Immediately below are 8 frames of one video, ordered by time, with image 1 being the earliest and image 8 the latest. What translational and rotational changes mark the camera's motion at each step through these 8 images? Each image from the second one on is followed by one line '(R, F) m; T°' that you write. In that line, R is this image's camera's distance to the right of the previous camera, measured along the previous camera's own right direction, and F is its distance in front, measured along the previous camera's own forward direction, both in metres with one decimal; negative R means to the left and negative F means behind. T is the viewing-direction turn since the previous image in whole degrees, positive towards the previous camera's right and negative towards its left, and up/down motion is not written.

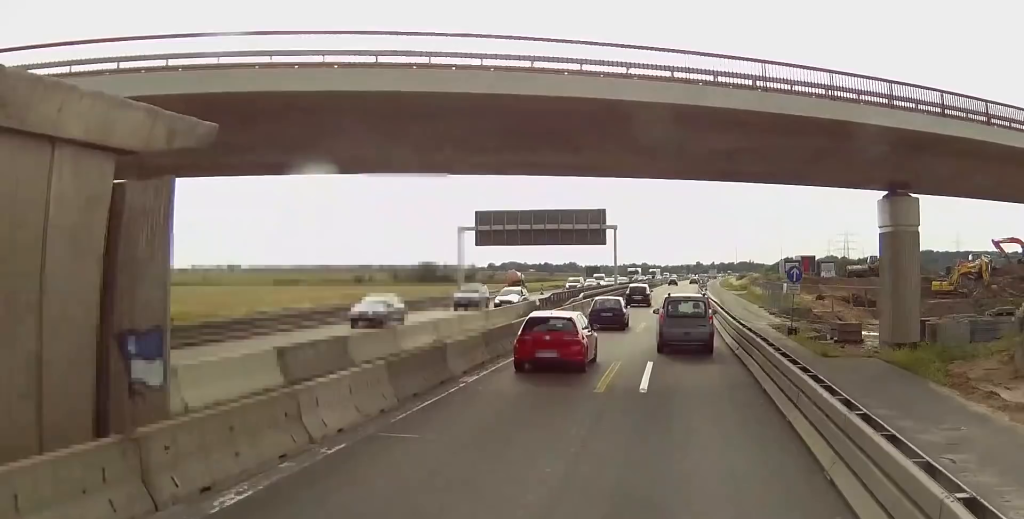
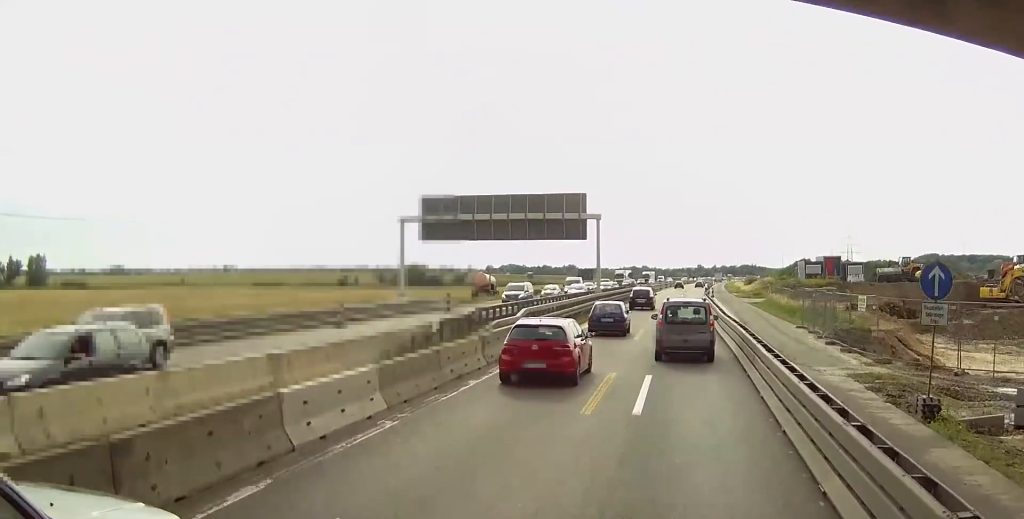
(0.0, +20.9) m; 0°
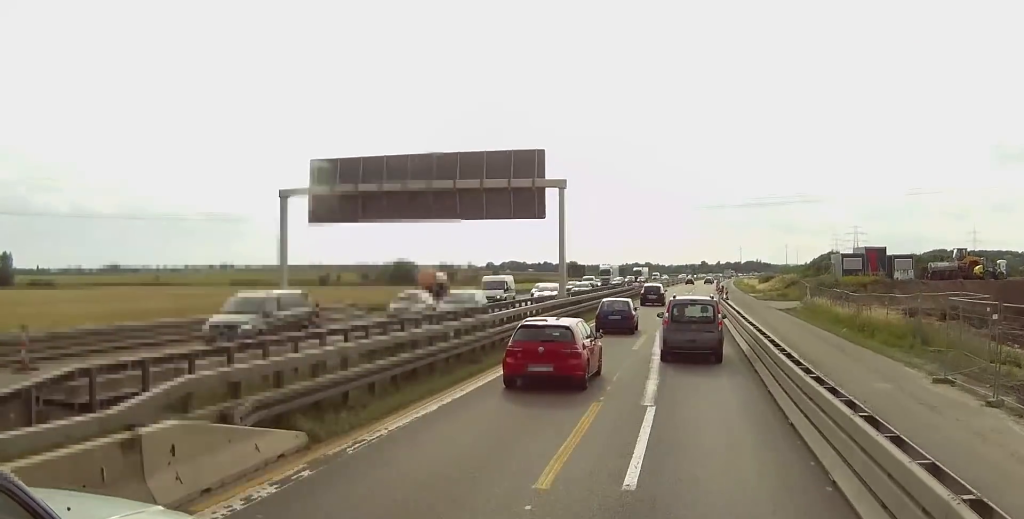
(0.0, +24.2) m; 0°
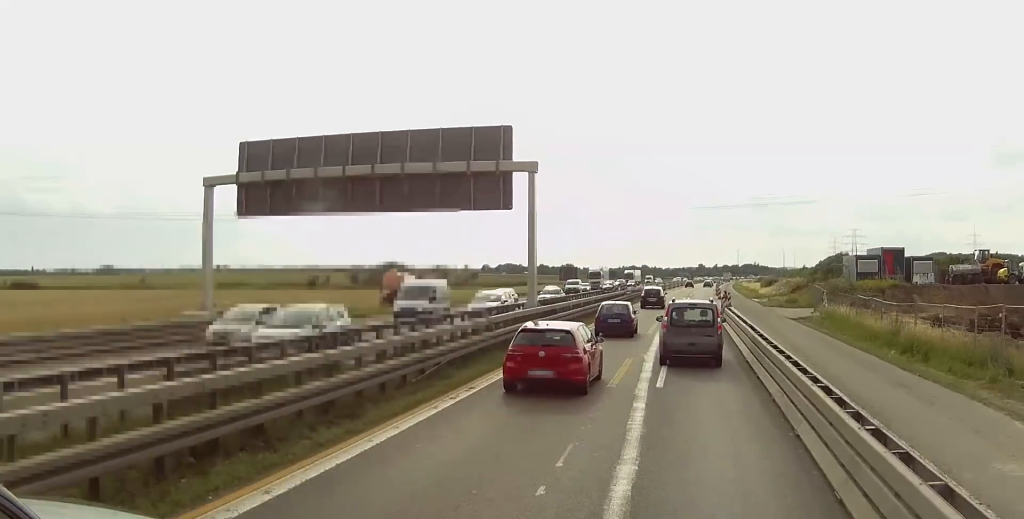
(0.0, +8.8) m; 0°
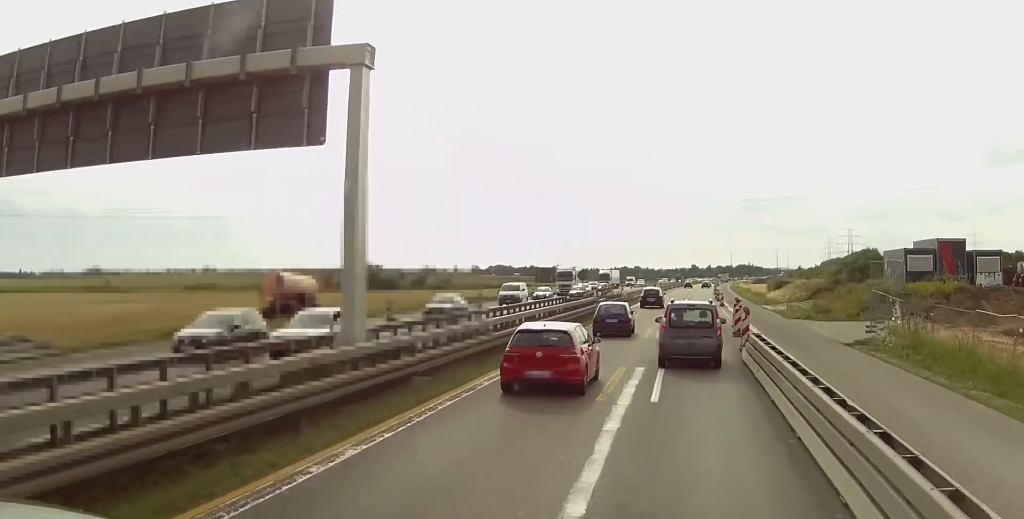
(-0.2, +20.5) m; -1°
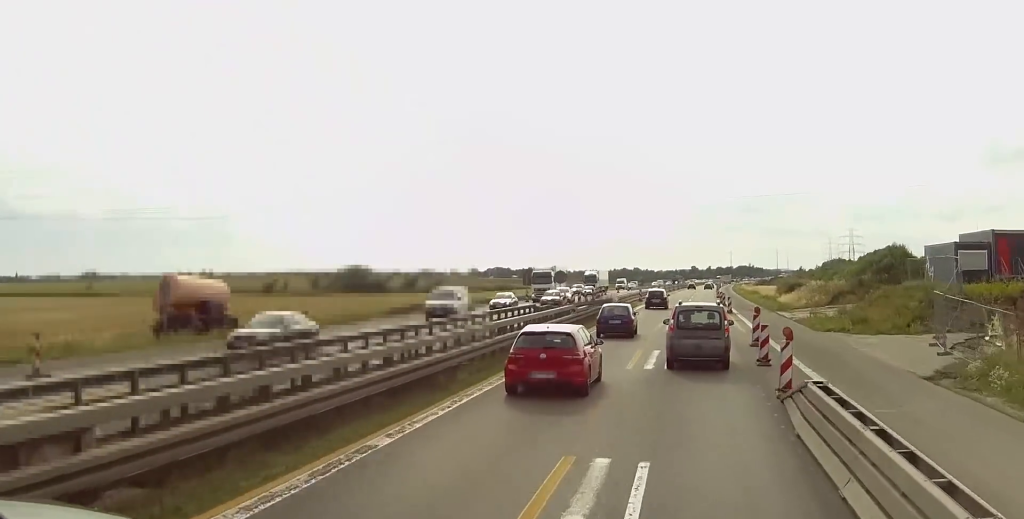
(-0.5, +11.7) m; +2°
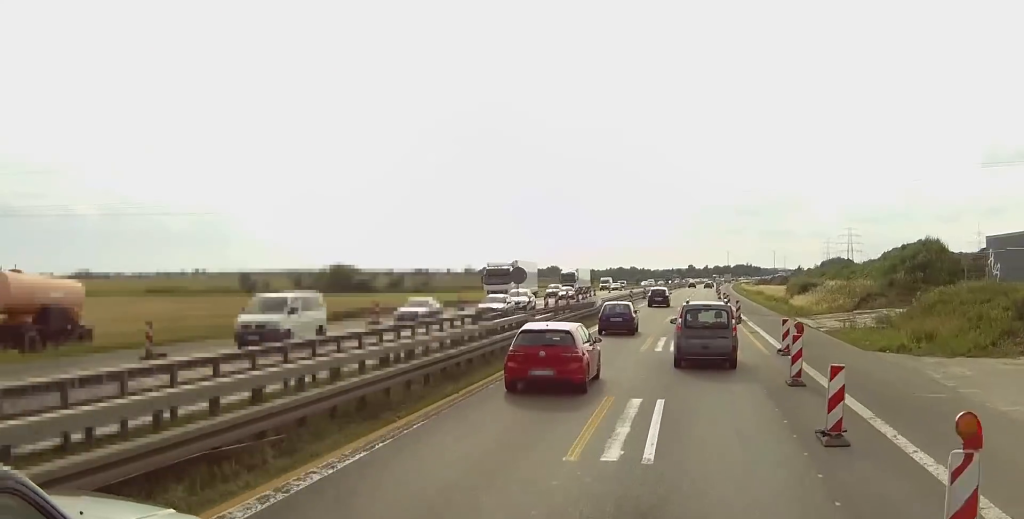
(+0.8, +12.1) m; +1°
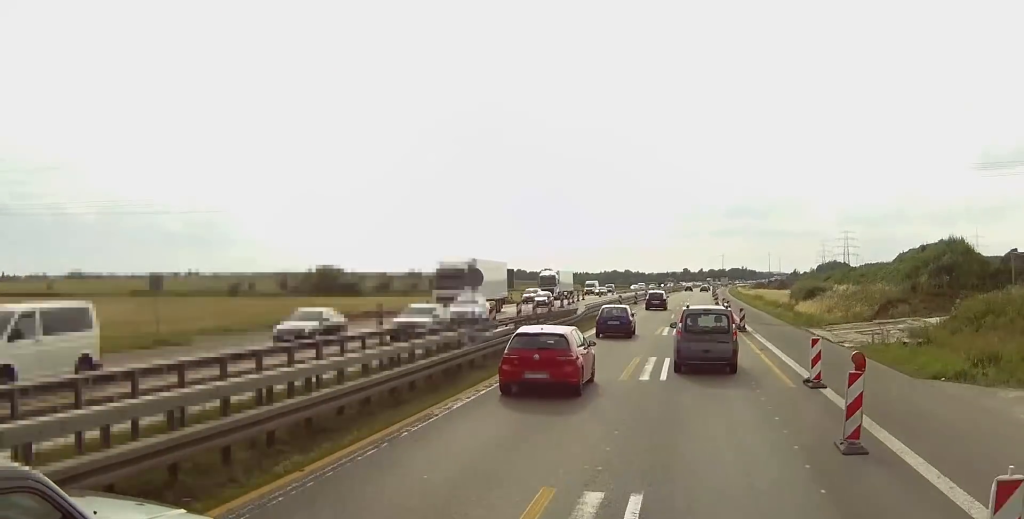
(+0.2, +7.4) m; 0°
